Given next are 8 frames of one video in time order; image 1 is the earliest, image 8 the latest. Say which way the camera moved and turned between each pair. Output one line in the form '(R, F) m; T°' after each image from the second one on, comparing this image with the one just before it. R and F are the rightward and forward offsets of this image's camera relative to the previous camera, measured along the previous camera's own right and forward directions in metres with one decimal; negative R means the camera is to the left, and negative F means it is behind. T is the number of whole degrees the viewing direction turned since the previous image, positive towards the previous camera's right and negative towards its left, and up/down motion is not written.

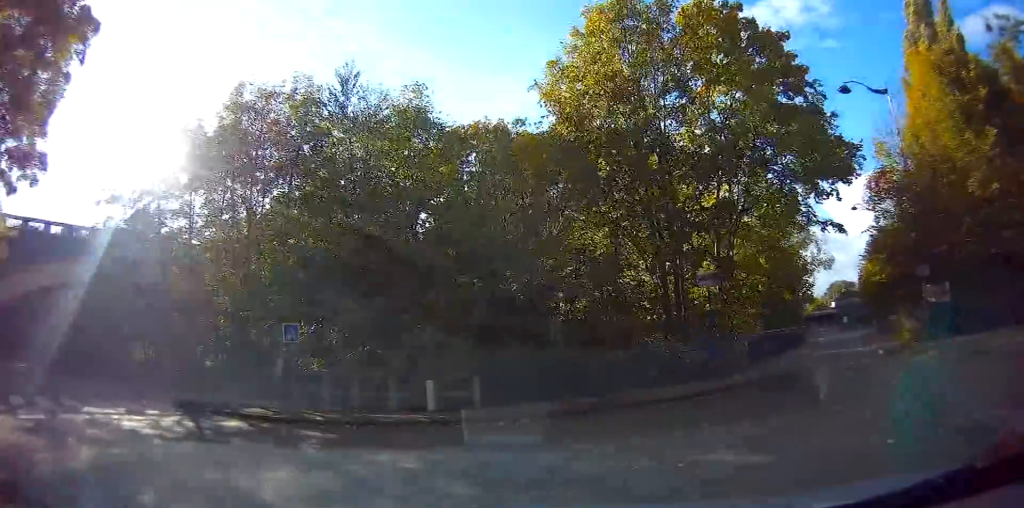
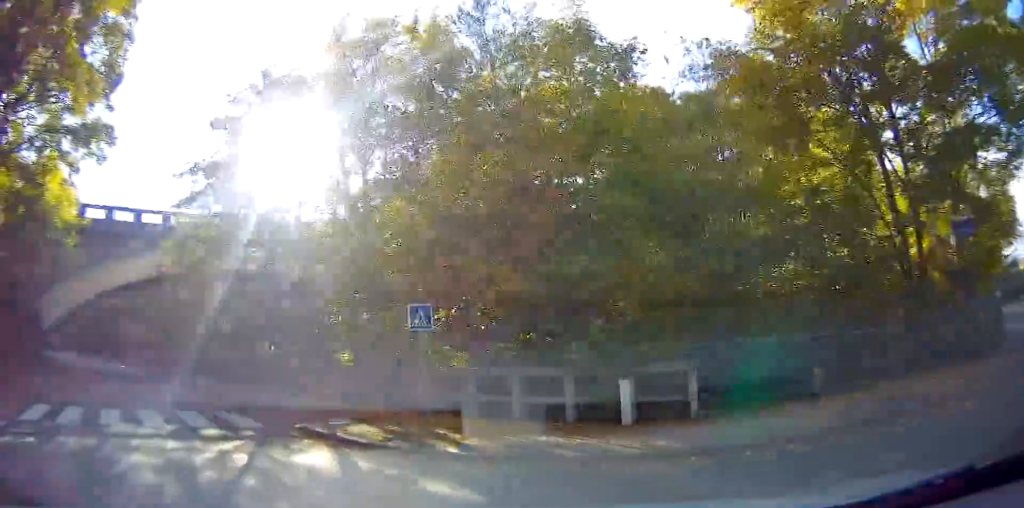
(-0.8, +5.0) m; -16°
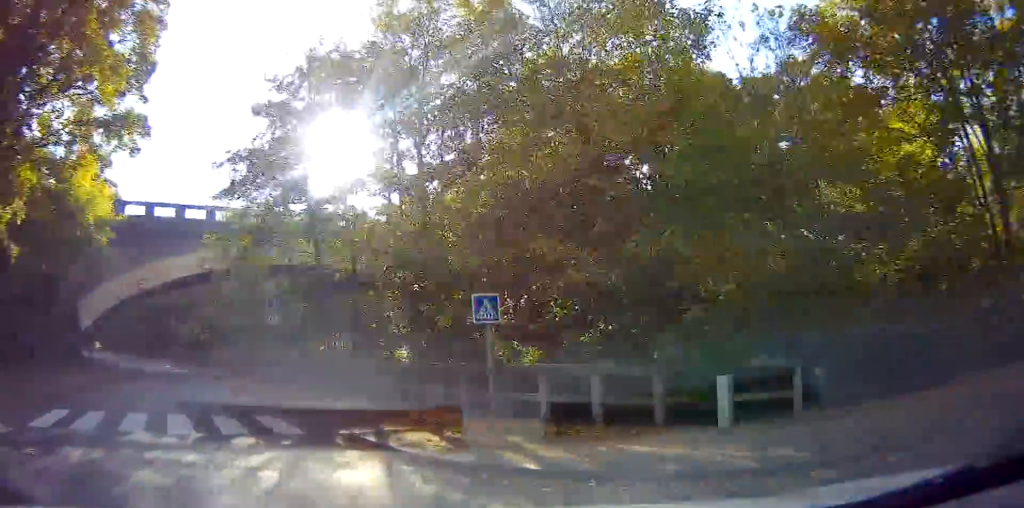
(+0.1, +1.1) m; -2°
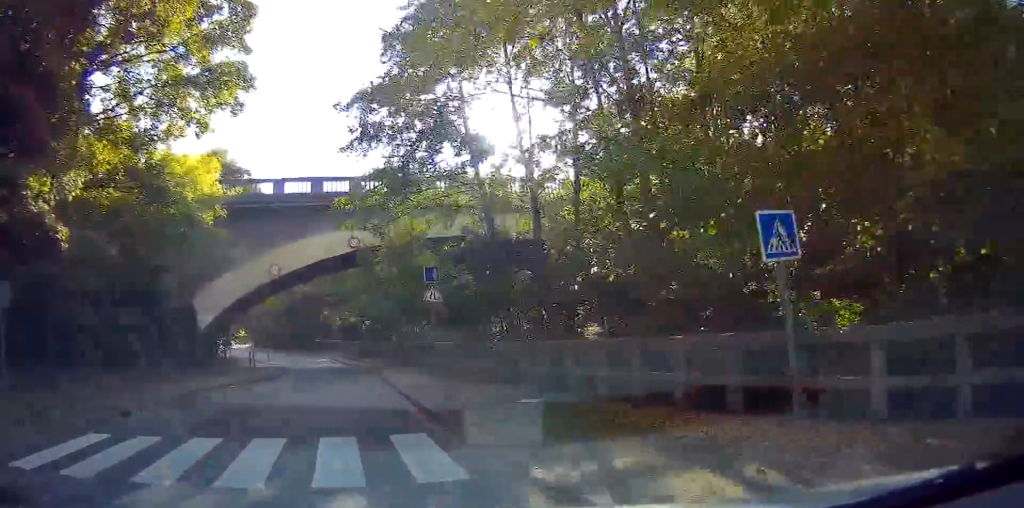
(-0.3, +3.9) m; -14°
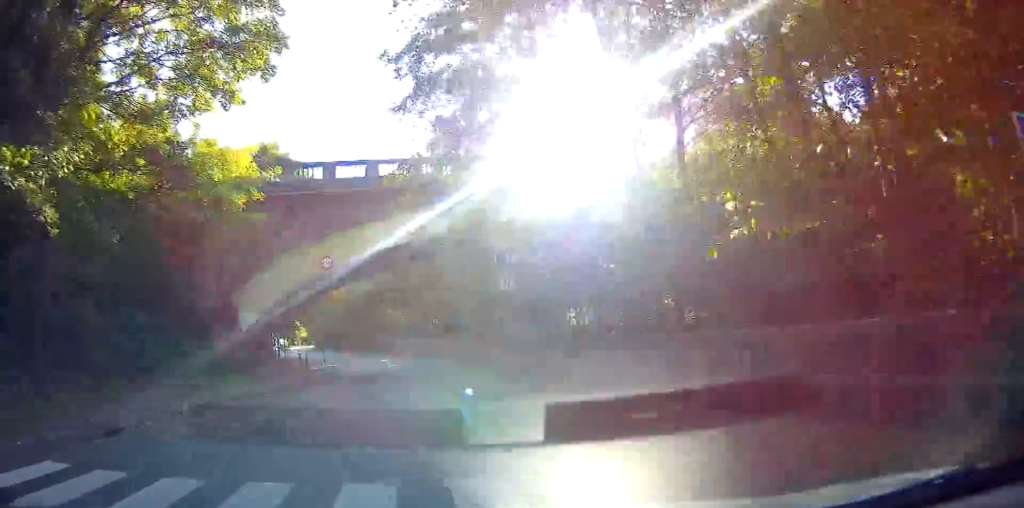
(-0.3, +2.6) m; -7°
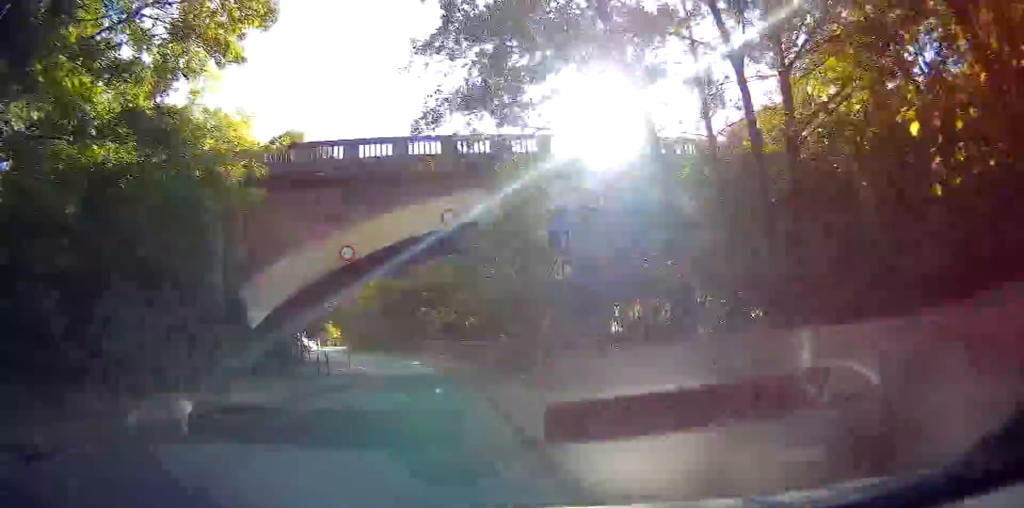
(-0.1, +2.6) m; -7°
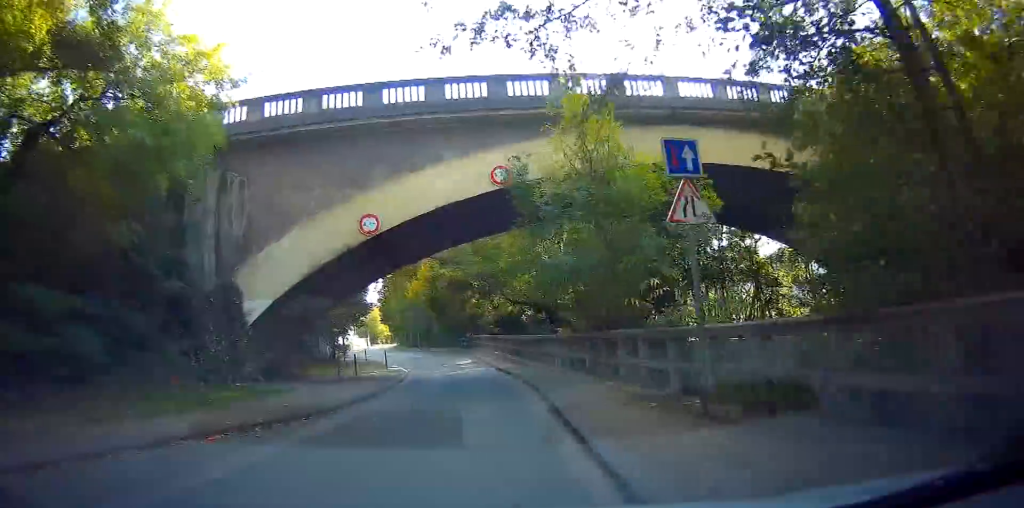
(-0.3, +4.7) m; -3°
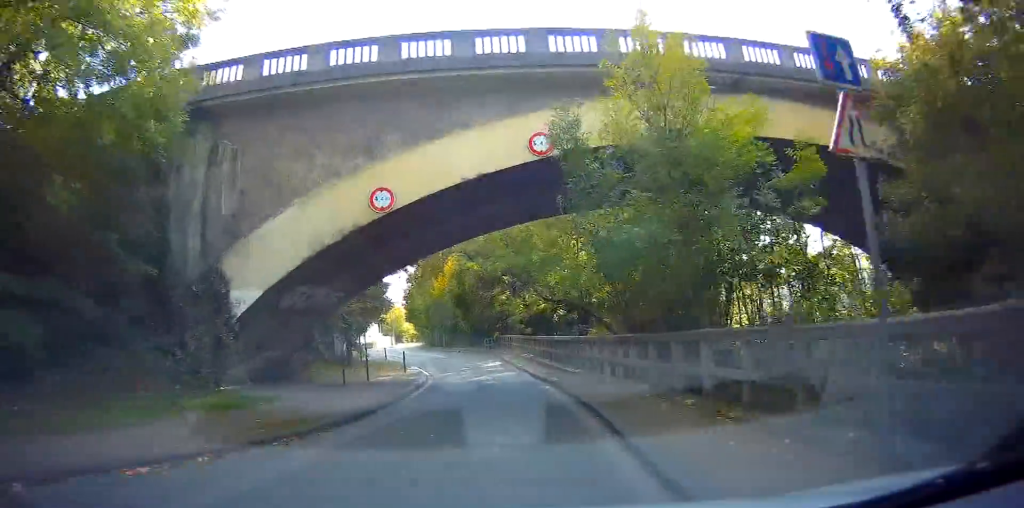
(0.0, +2.8) m; -1°
